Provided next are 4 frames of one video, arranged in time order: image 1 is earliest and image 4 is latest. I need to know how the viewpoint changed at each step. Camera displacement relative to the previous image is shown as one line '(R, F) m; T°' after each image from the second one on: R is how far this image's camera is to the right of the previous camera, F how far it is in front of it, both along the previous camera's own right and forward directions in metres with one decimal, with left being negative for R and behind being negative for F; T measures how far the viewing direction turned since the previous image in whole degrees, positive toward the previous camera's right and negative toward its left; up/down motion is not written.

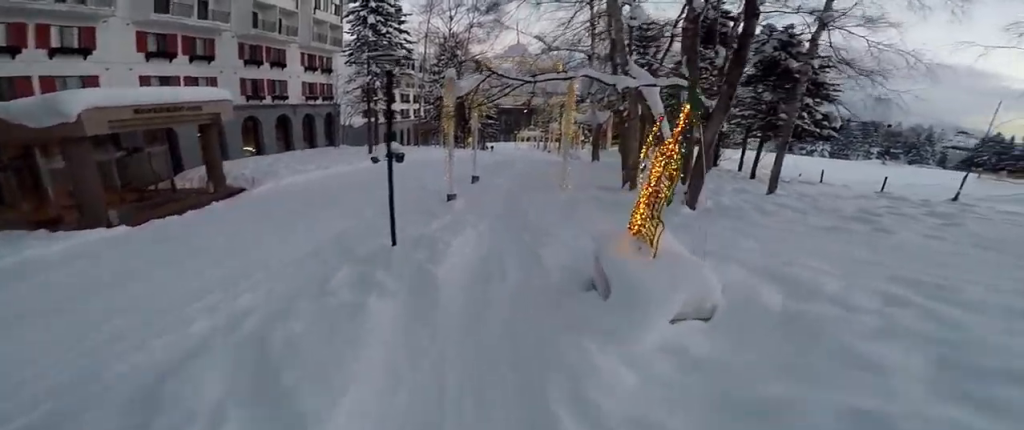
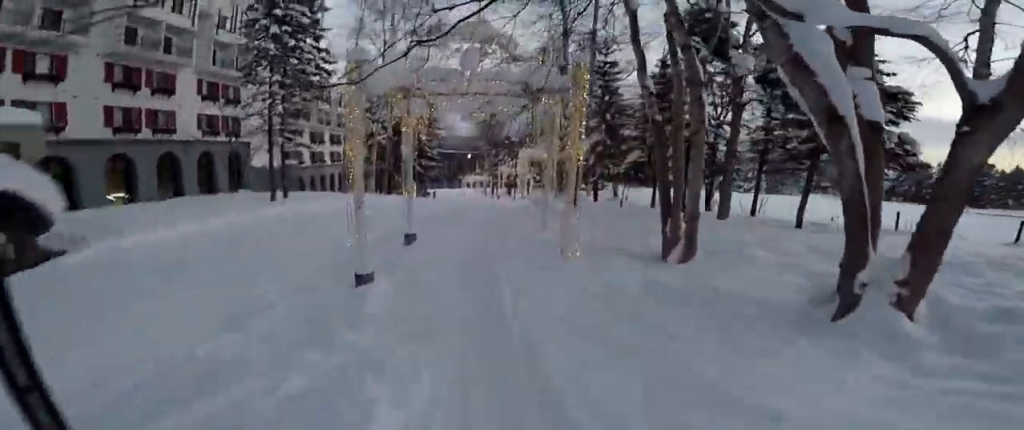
(-0.7, +5.9) m; -8°
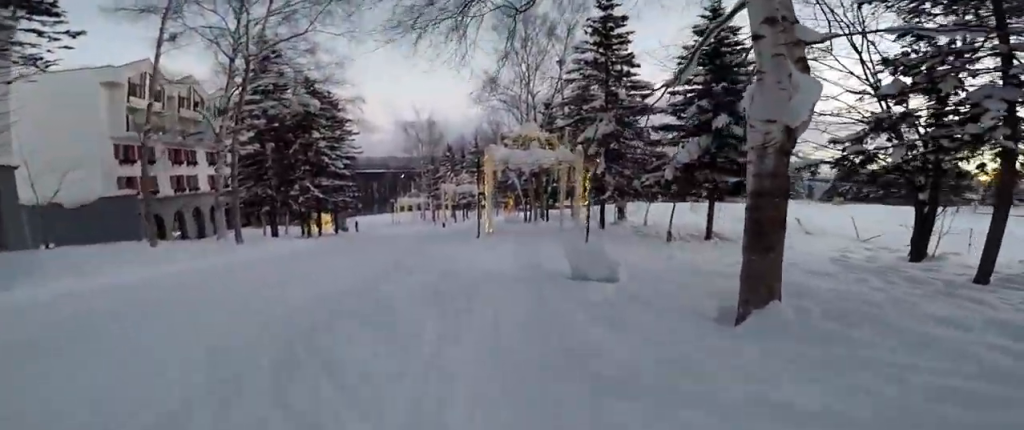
(+1.5, +10.2) m; -5°
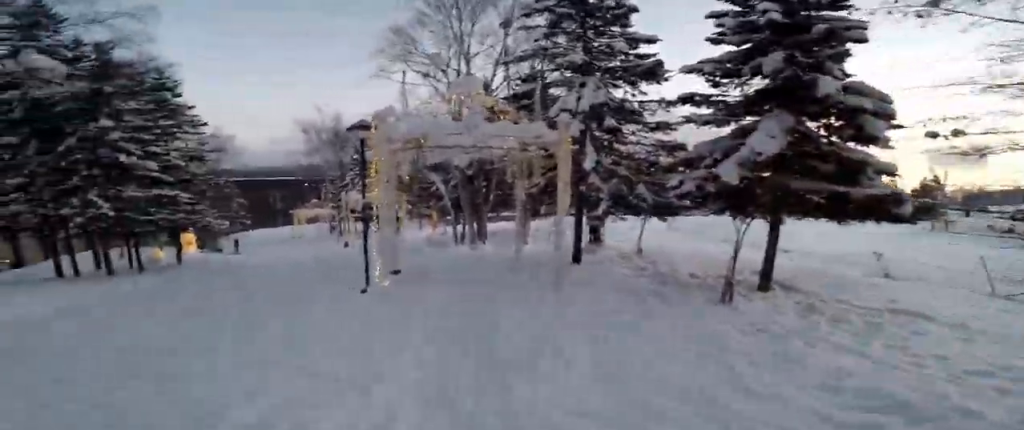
(+2.0, +5.3) m; +29°
